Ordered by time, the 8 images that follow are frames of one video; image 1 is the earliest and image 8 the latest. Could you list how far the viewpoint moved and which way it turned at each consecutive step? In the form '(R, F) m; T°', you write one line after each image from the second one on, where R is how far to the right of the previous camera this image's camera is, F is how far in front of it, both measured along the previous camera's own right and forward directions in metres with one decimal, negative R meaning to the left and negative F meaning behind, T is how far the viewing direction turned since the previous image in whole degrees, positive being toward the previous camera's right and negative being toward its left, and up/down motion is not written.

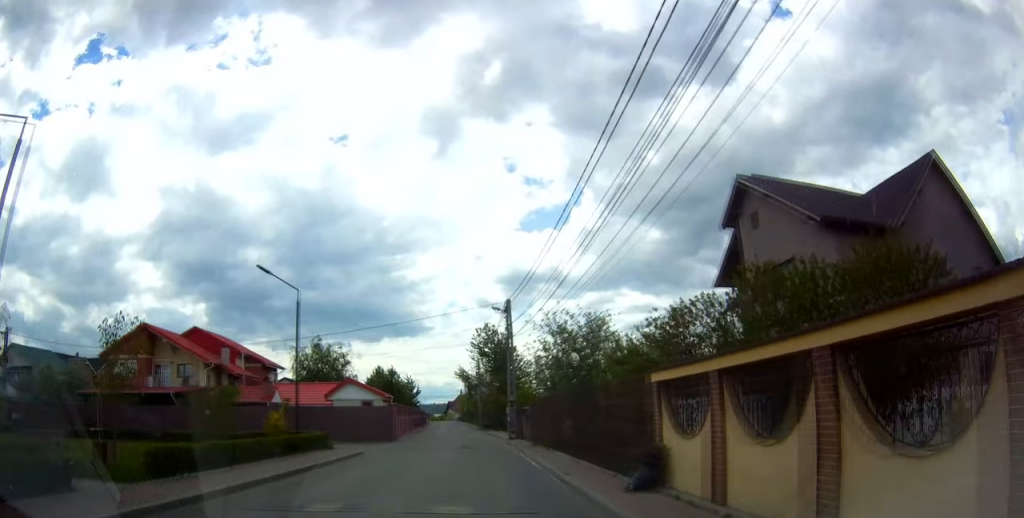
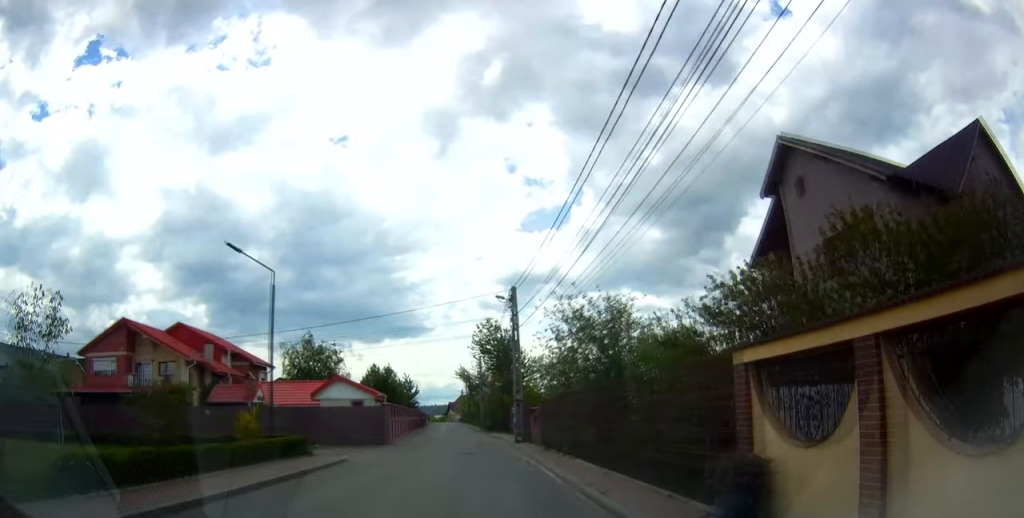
(0.0, +4.9) m; 0°
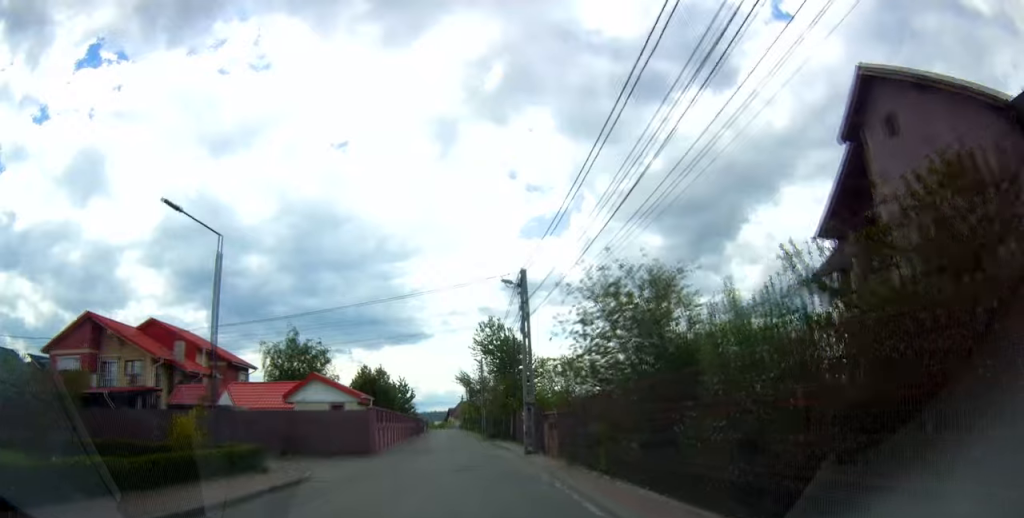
(0.0, +8.2) m; -1°
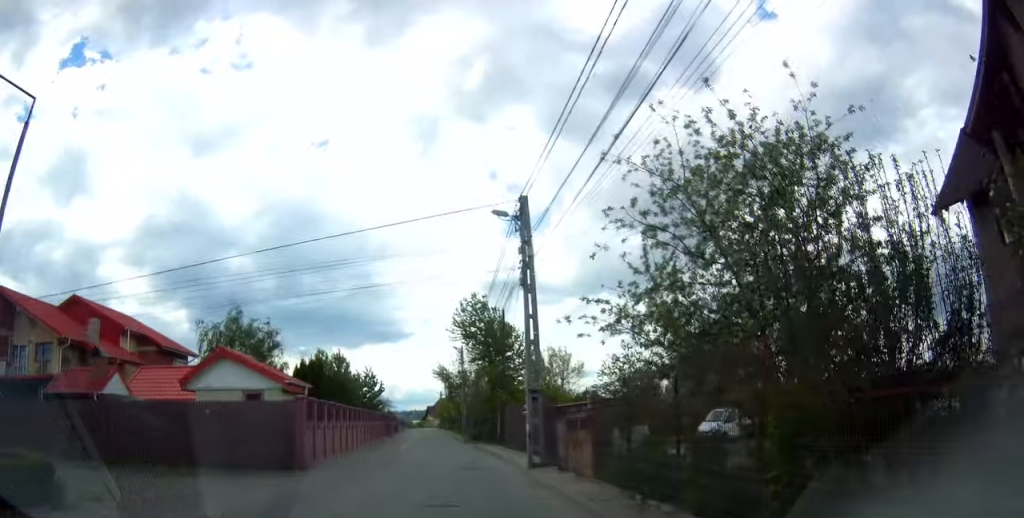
(-0.2, +11.7) m; -2°
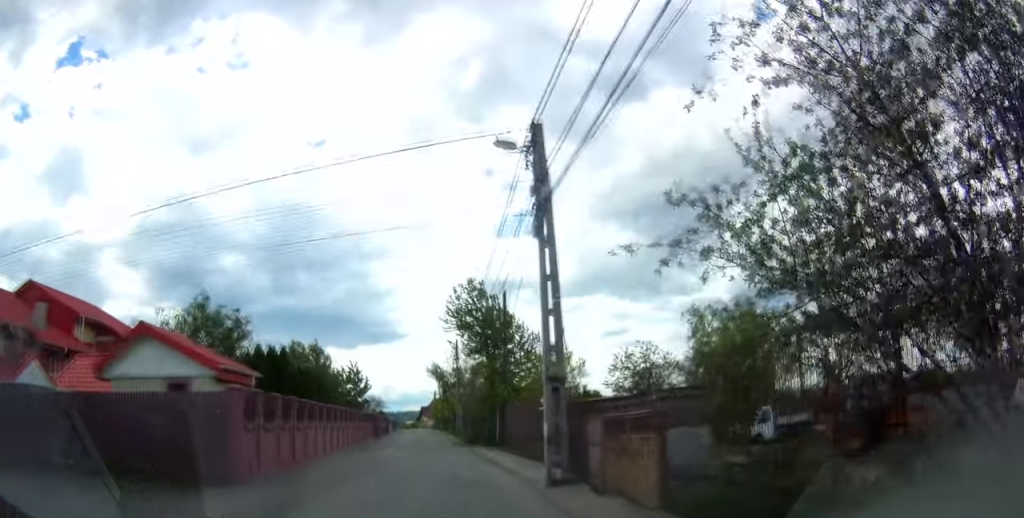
(-0.1, +5.2) m; 0°
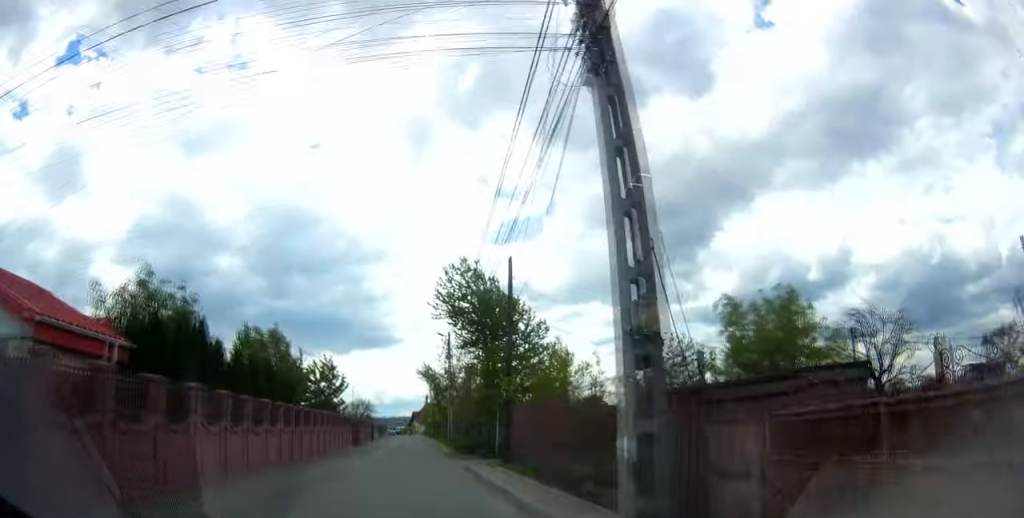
(+0.1, +5.6) m; +2°
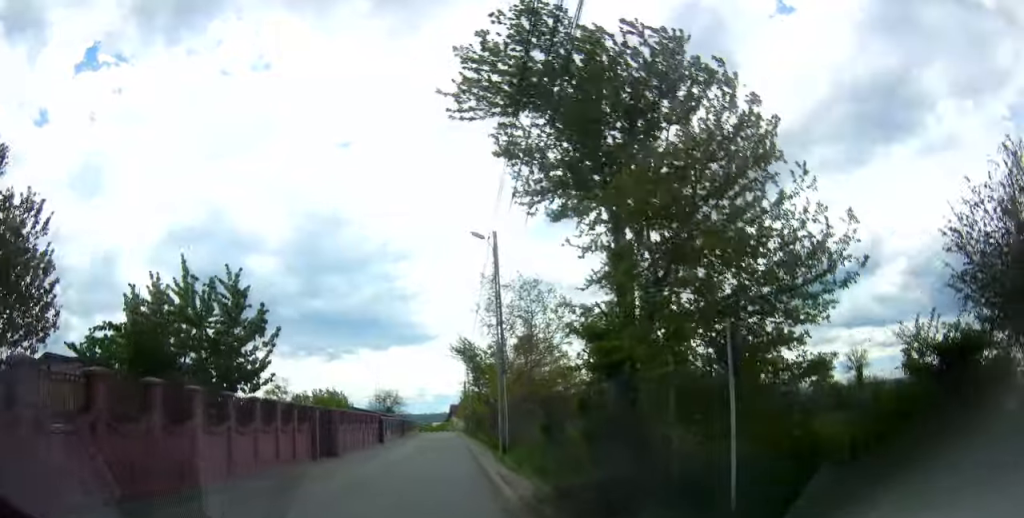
(+0.2, +17.9) m; 0°
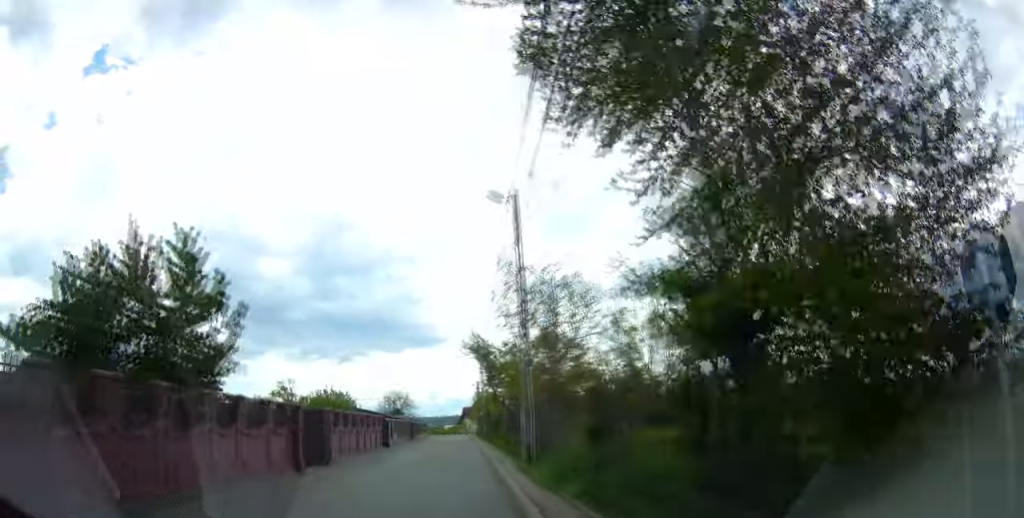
(+0.2, +3.4) m; -1°
